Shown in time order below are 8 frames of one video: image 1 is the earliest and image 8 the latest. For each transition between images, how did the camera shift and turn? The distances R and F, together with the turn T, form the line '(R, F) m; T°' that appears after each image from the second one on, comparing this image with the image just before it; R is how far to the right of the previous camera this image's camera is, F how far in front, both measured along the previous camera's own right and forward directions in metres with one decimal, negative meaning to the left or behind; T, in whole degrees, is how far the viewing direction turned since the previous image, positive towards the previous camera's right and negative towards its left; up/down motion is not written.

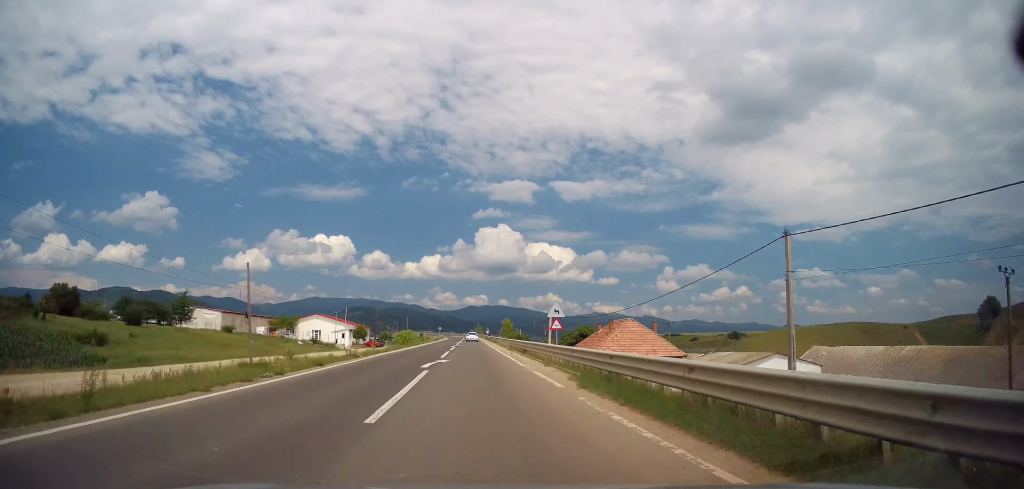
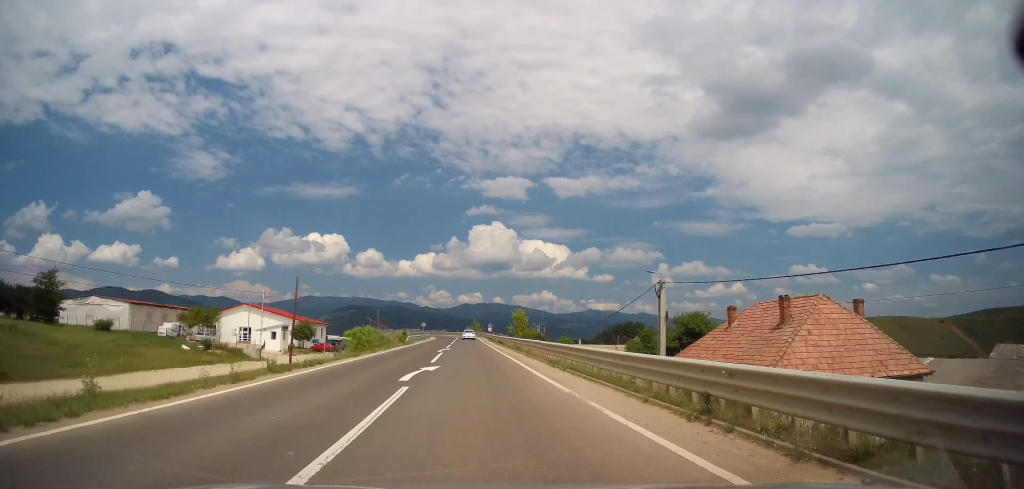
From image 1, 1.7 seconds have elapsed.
(+0.1, +36.3) m; 0°
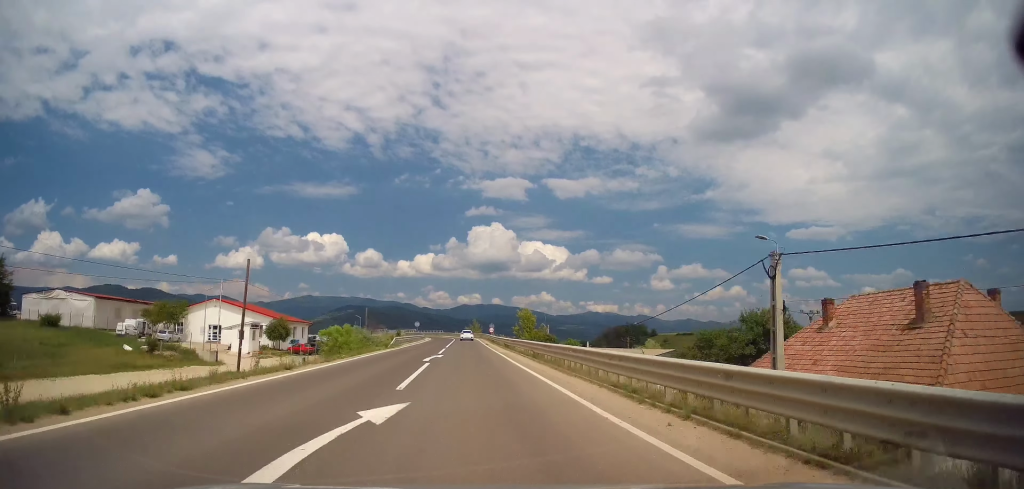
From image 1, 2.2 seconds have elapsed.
(-0.1, +10.0) m; 0°
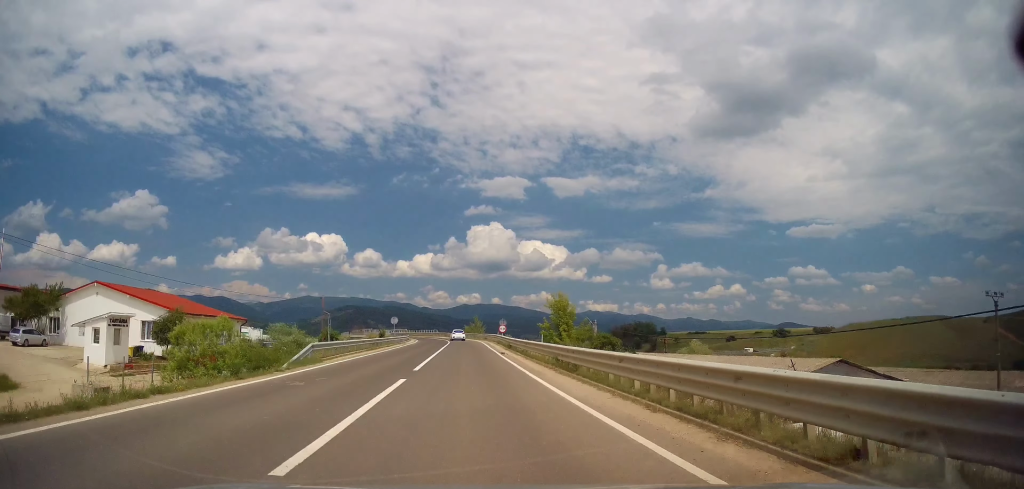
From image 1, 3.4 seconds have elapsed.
(-0.1, +25.7) m; 0°
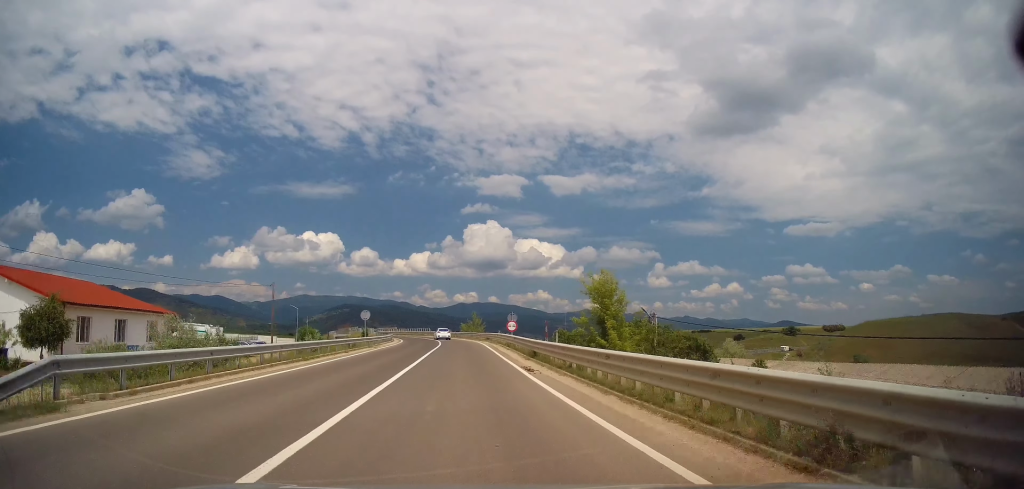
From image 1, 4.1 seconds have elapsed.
(+0.1, +14.9) m; 0°
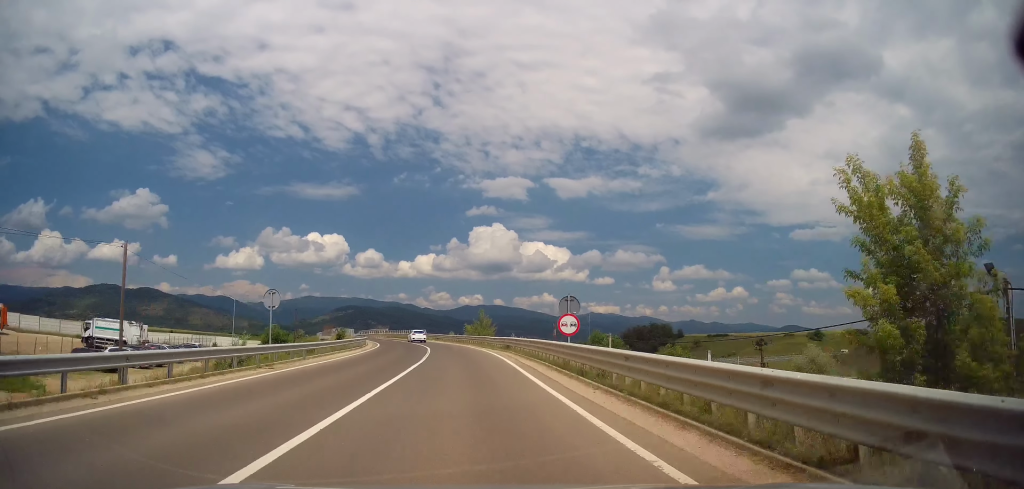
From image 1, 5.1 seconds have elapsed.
(0.0, +21.5) m; -1°
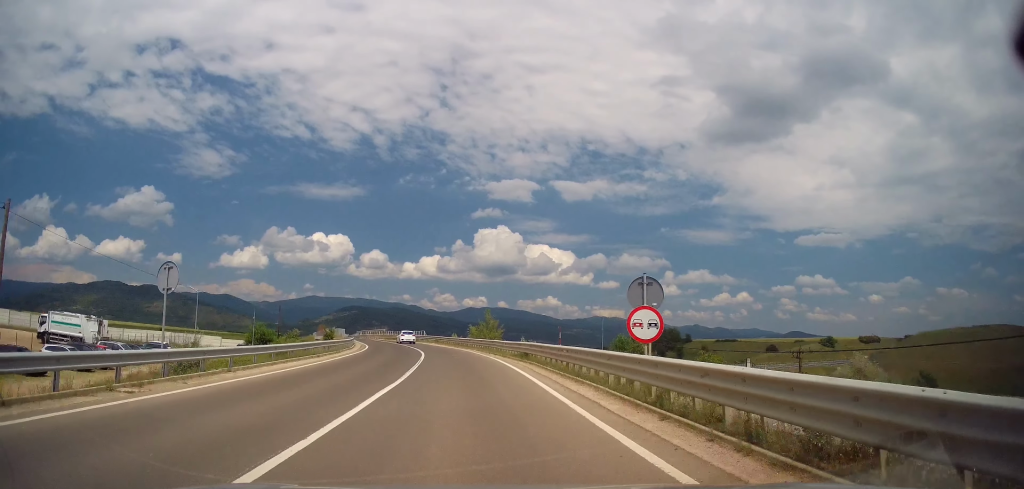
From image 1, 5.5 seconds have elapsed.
(0.0, +8.7) m; -1°
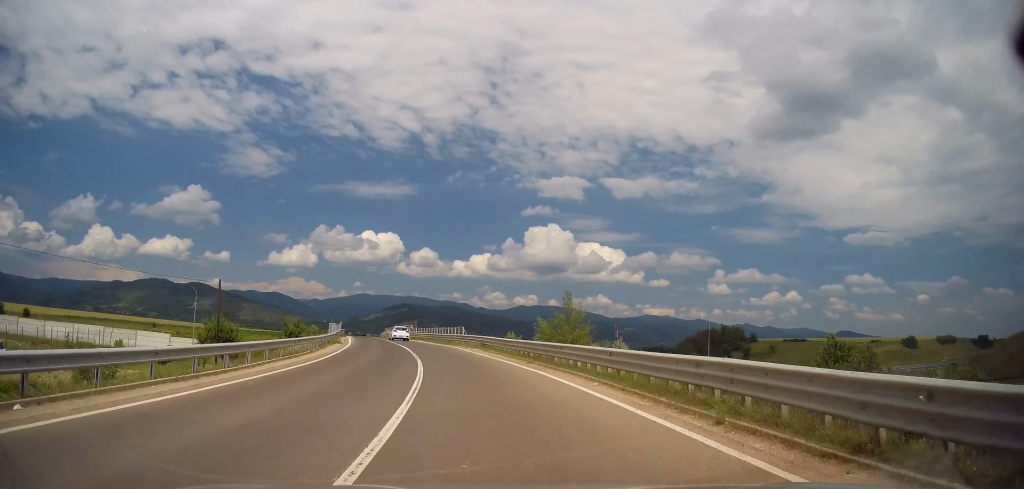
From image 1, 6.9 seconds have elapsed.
(-0.6, +28.4) m; -4°
